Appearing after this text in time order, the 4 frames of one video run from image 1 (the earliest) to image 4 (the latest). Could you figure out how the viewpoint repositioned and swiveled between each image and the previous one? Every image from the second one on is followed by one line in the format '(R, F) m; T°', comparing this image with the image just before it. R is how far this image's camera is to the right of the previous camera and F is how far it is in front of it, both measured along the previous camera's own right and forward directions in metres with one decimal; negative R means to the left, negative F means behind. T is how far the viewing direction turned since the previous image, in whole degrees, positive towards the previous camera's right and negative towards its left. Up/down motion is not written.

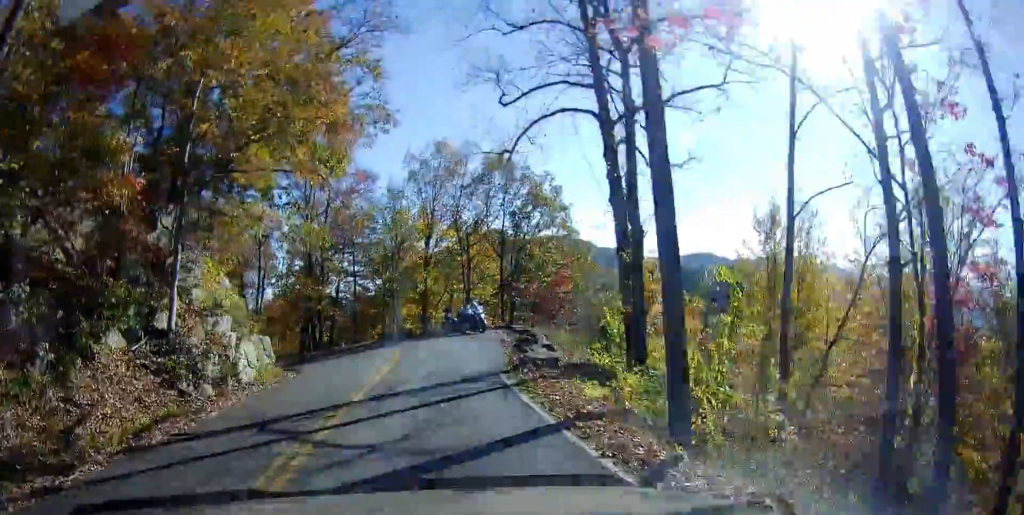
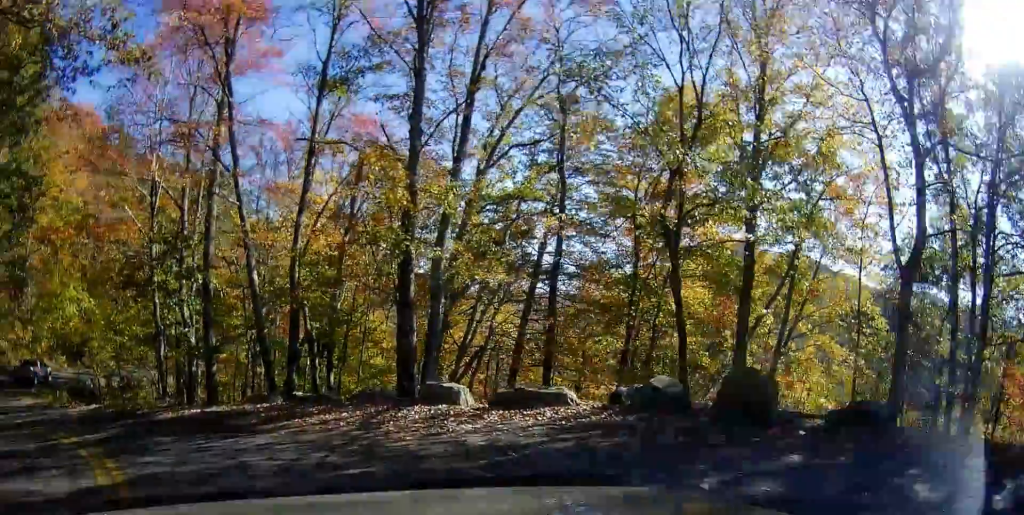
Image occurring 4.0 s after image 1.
(-1.9, +31.4) m; -20°
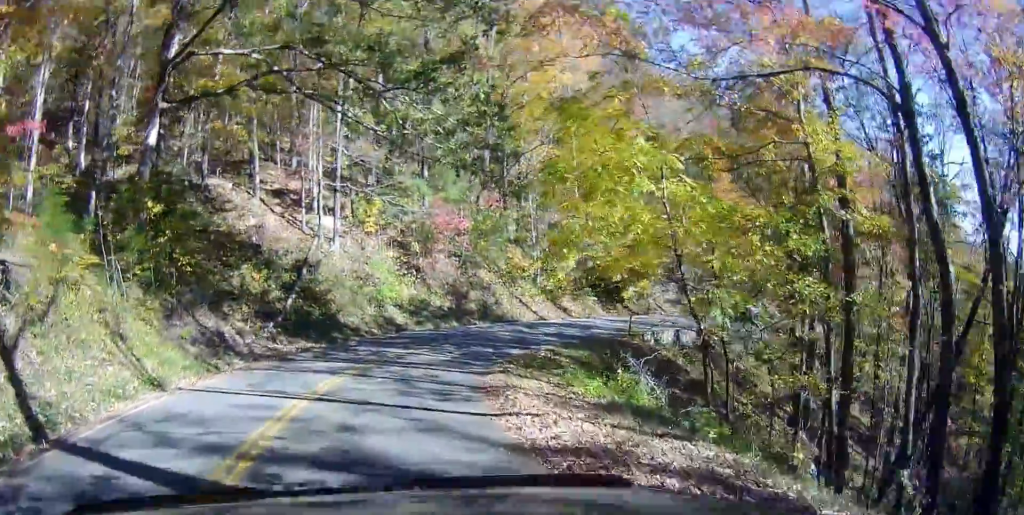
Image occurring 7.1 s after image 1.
(-6.2, +16.5) m; -34°
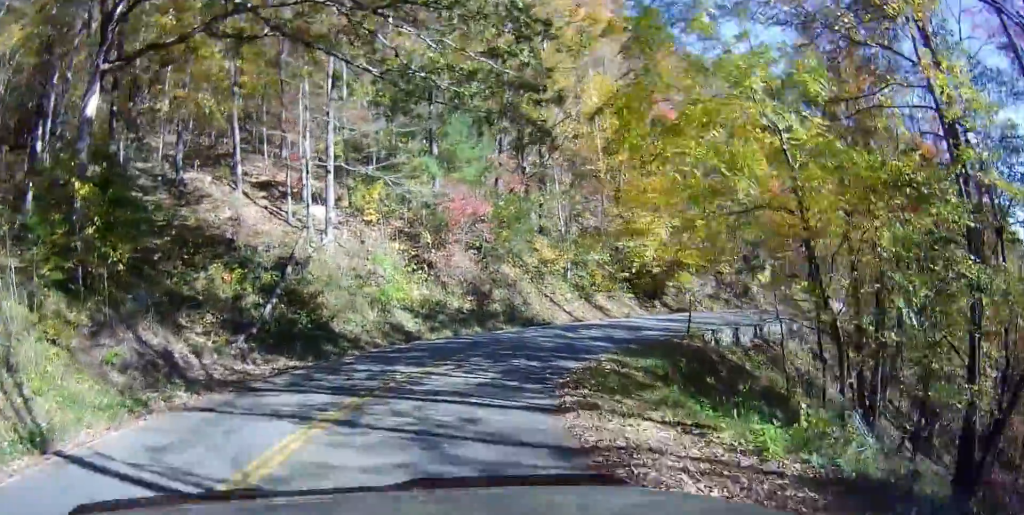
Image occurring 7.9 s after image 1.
(-0.1, +4.4) m; 0°
